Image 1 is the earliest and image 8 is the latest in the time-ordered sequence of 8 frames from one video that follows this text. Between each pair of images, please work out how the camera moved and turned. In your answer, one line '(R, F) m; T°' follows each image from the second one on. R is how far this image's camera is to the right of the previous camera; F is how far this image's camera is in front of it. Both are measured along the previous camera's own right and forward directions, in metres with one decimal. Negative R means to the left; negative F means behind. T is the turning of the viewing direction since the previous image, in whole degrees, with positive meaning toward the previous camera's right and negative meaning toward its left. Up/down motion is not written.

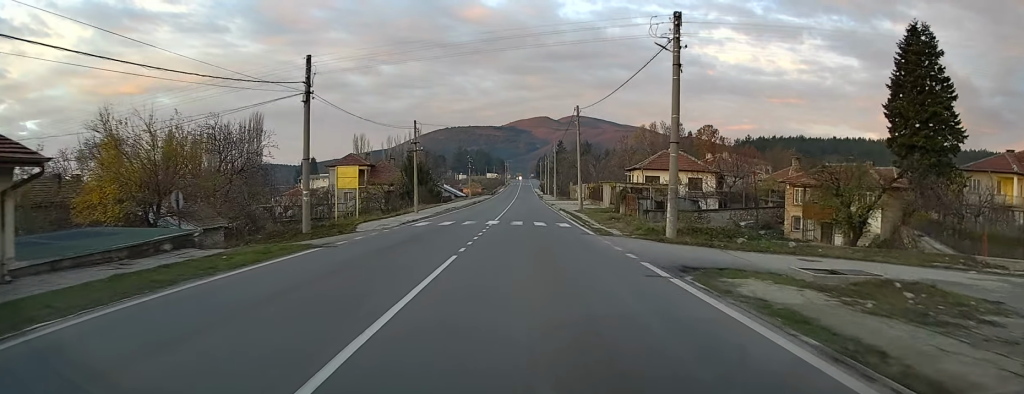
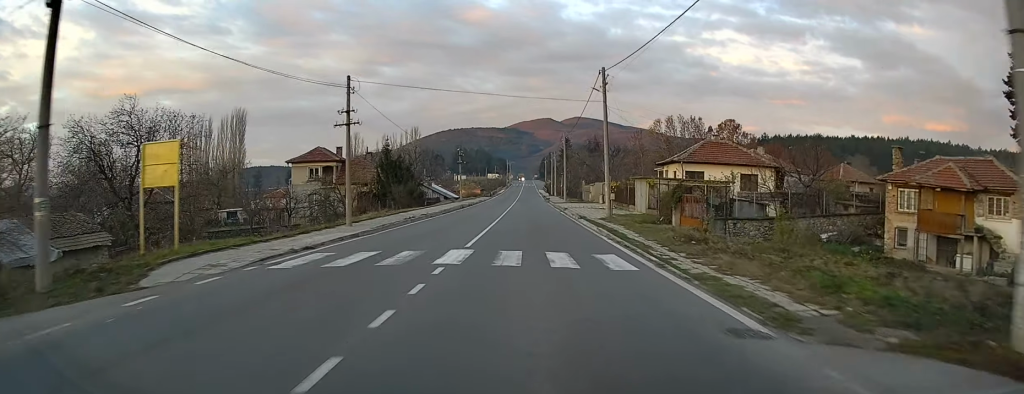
(+0.1, +16.2) m; -1°
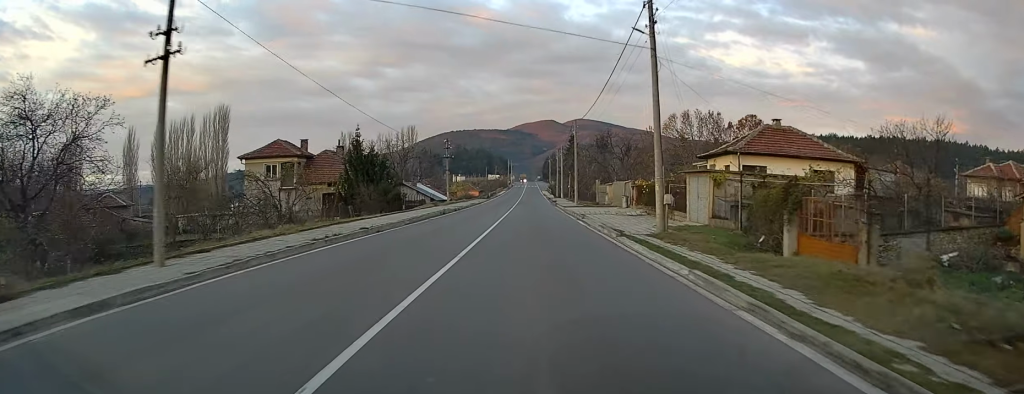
(-0.3, +13.7) m; 0°
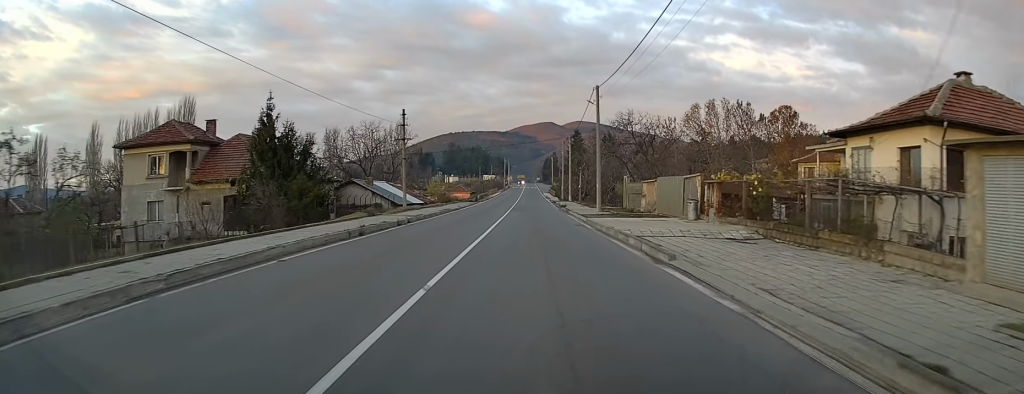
(+0.2, +20.4) m; 0°
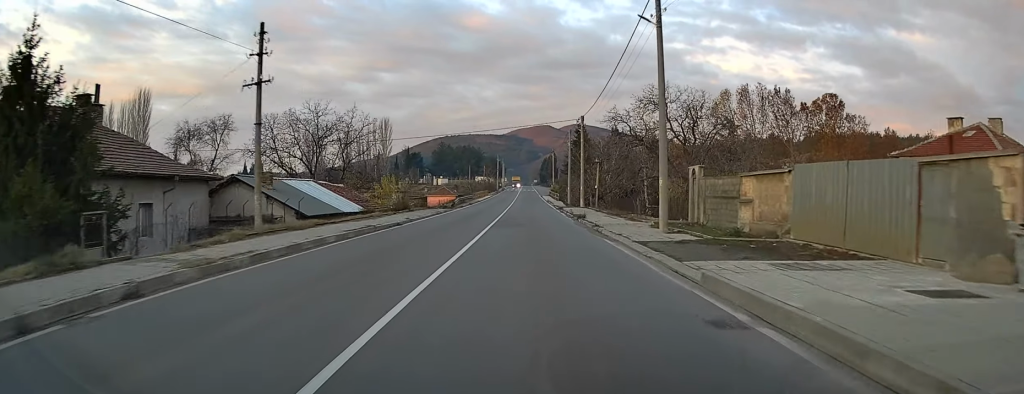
(-0.2, +20.8) m; +1°
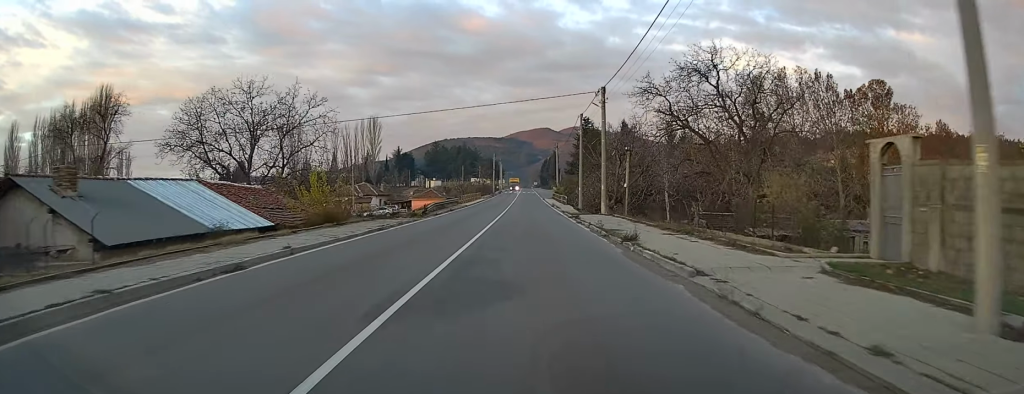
(+0.2, +15.4) m; +1°
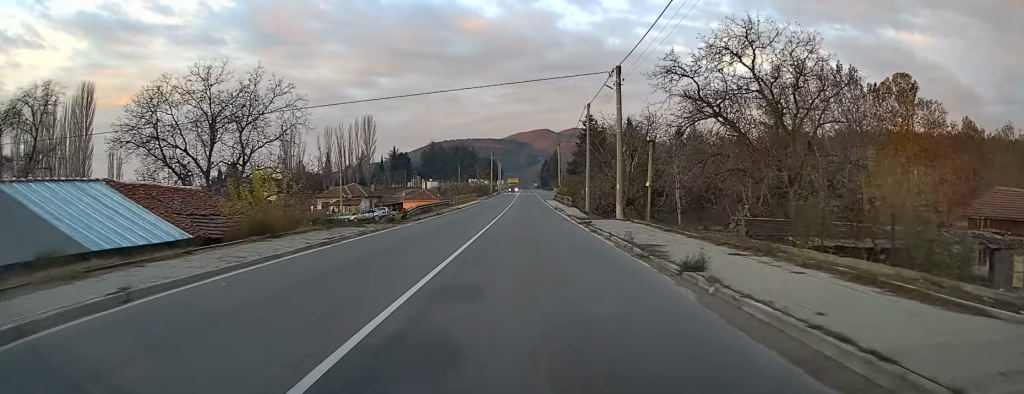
(0.0, +6.7) m; 0°
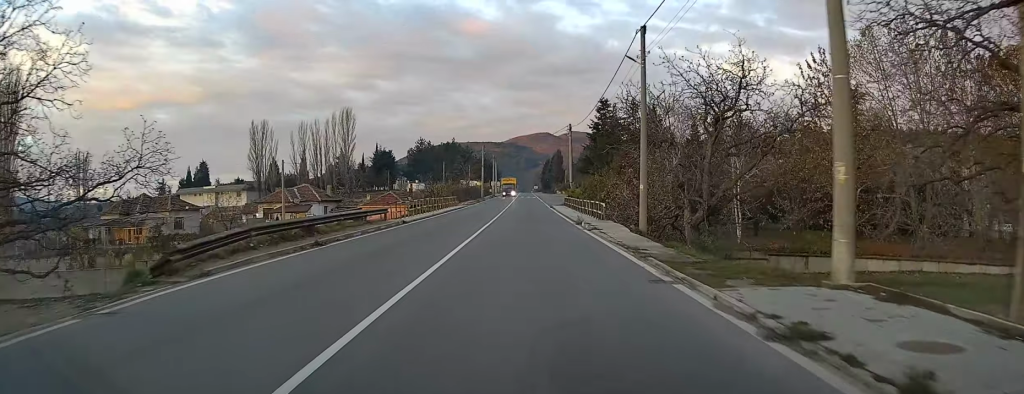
(-0.4, +23.4) m; -2°
